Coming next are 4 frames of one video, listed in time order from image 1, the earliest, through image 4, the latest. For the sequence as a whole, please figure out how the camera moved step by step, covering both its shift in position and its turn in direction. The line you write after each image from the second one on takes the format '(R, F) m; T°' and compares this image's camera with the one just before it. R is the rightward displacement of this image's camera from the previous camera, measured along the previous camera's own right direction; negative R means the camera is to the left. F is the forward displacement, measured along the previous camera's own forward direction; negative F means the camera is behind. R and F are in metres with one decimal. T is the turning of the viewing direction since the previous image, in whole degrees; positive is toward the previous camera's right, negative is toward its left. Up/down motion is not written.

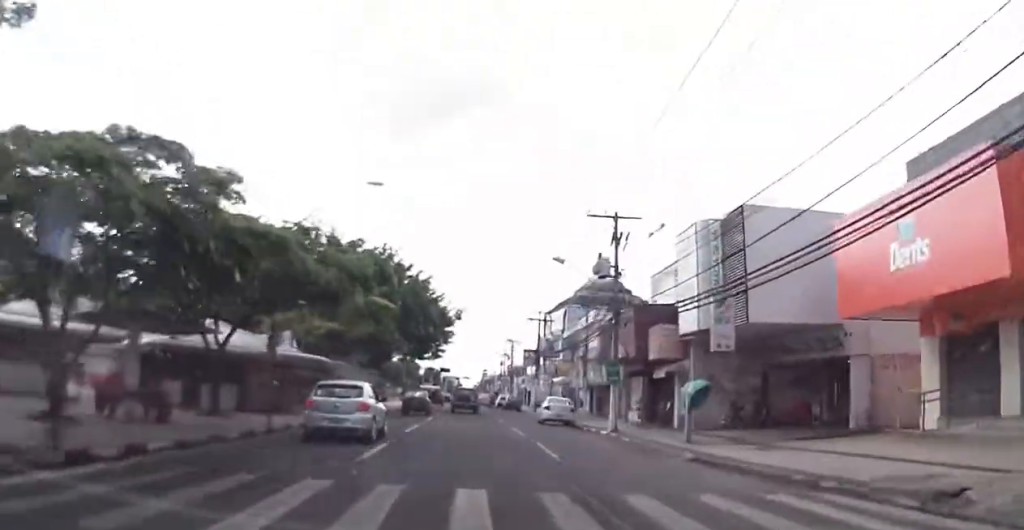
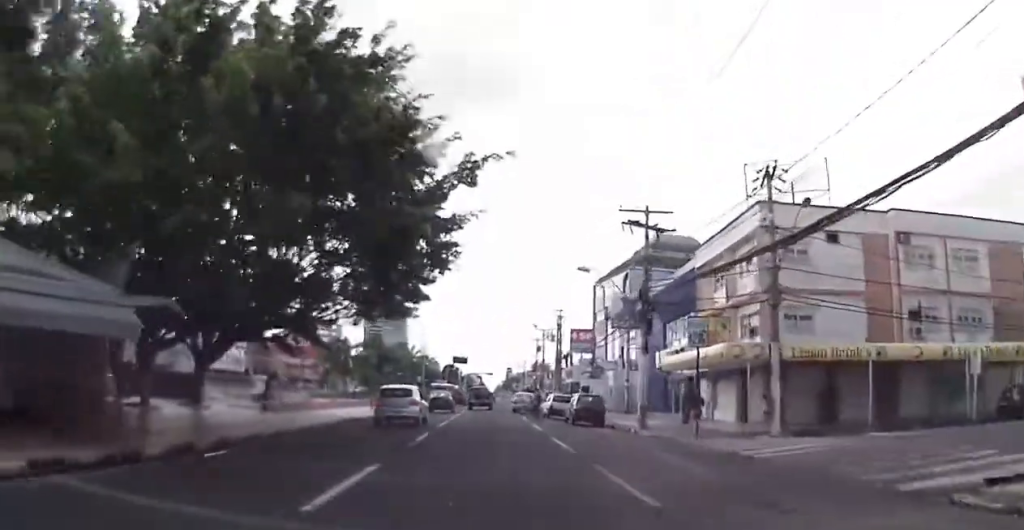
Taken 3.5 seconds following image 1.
(-0.3, +34.1) m; 0°
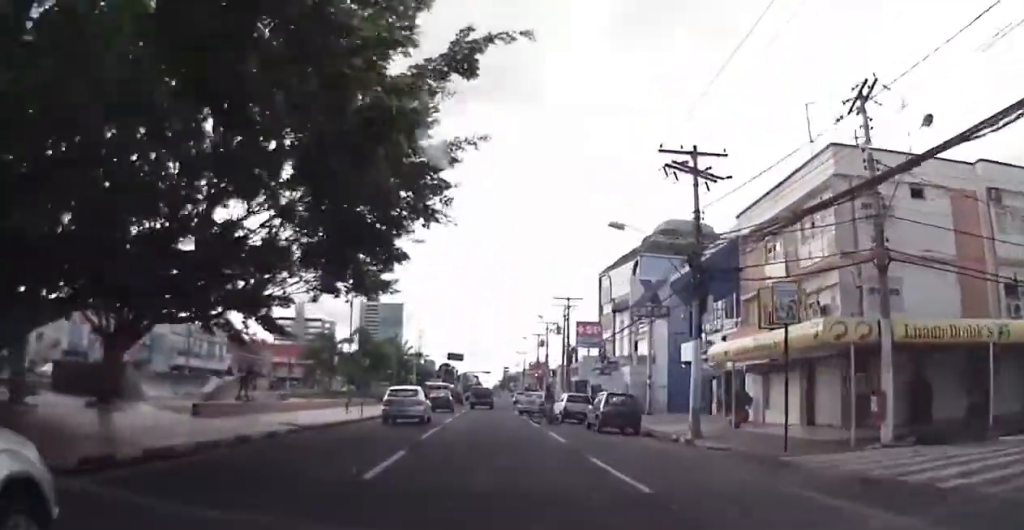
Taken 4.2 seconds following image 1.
(-0.2, +7.1) m; -2°
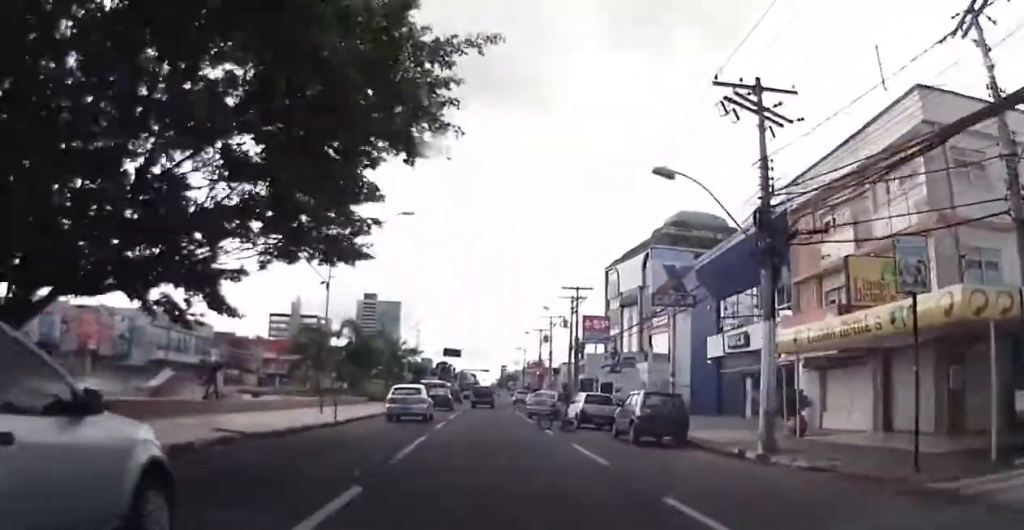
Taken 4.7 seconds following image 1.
(-0.1, +5.5) m; -1°
